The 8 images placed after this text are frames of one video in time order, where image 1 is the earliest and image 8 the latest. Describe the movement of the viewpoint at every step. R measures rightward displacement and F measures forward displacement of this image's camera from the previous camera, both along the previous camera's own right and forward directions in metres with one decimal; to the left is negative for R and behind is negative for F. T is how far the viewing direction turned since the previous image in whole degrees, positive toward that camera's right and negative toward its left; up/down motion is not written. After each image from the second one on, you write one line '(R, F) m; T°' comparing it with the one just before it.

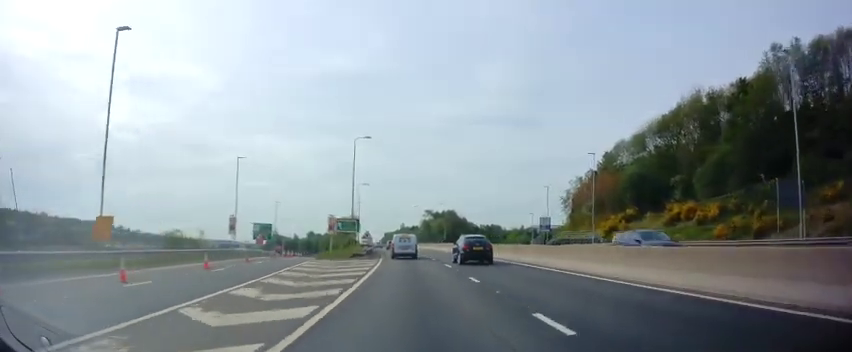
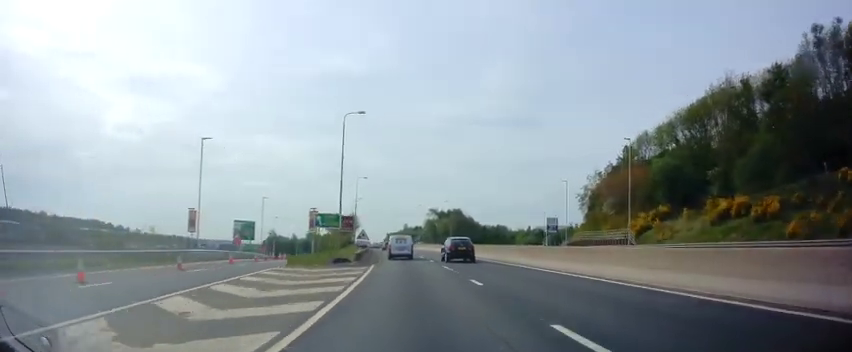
(0.0, +9.9) m; 0°
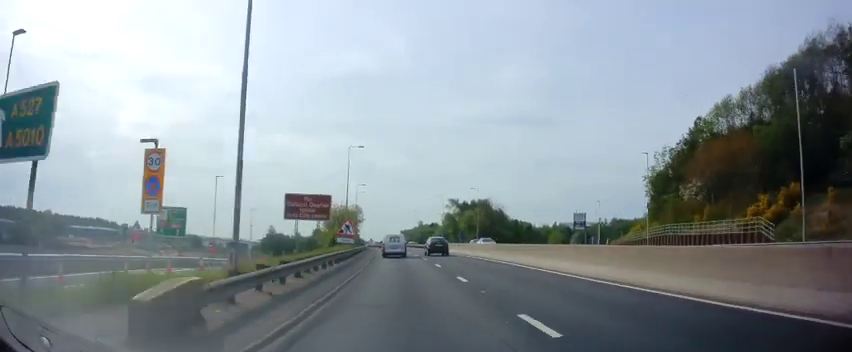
(-0.3, +25.2) m; -2°
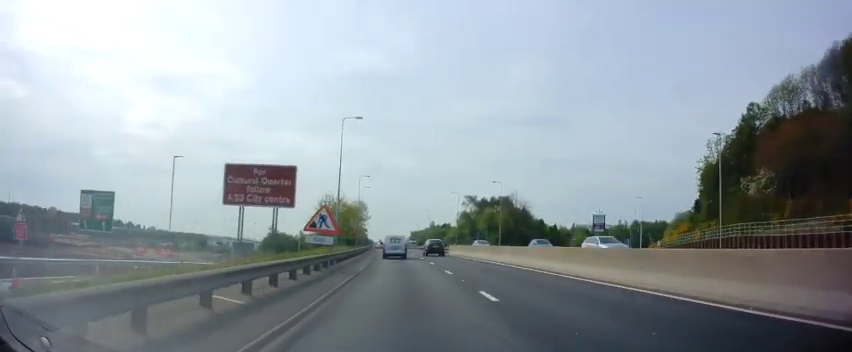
(0.0, +13.6) m; -1°
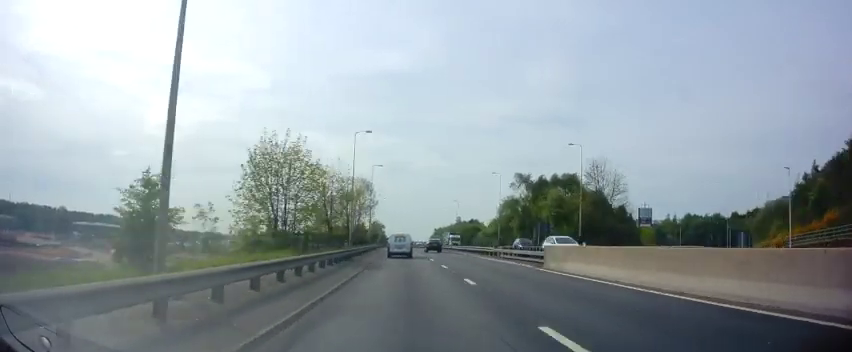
(-0.8, +31.7) m; -4°
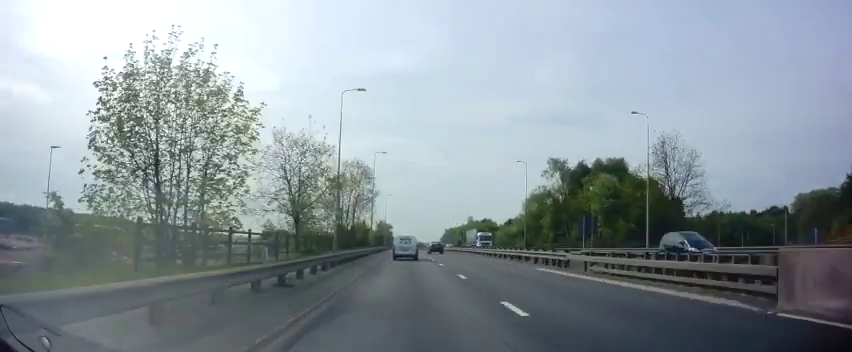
(-0.3, +14.4) m; -2°
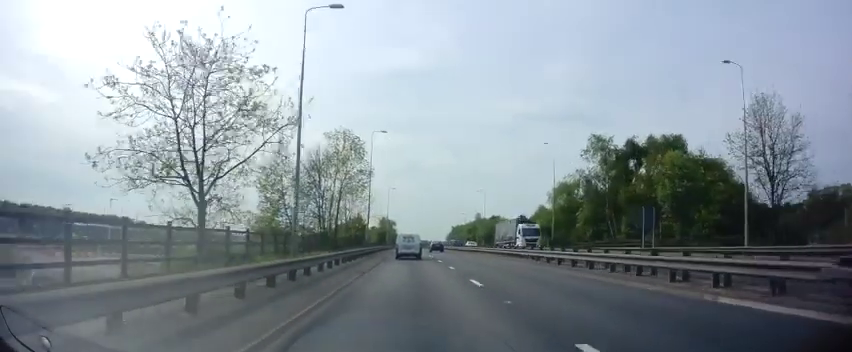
(-0.2, +13.1) m; 0°
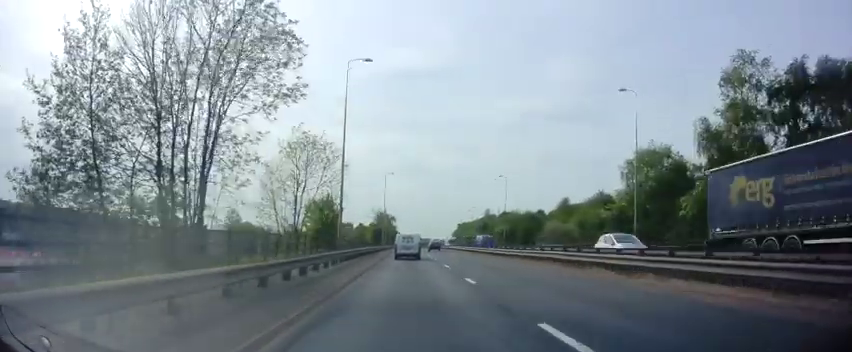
(+0.2, +24.4) m; 0°
